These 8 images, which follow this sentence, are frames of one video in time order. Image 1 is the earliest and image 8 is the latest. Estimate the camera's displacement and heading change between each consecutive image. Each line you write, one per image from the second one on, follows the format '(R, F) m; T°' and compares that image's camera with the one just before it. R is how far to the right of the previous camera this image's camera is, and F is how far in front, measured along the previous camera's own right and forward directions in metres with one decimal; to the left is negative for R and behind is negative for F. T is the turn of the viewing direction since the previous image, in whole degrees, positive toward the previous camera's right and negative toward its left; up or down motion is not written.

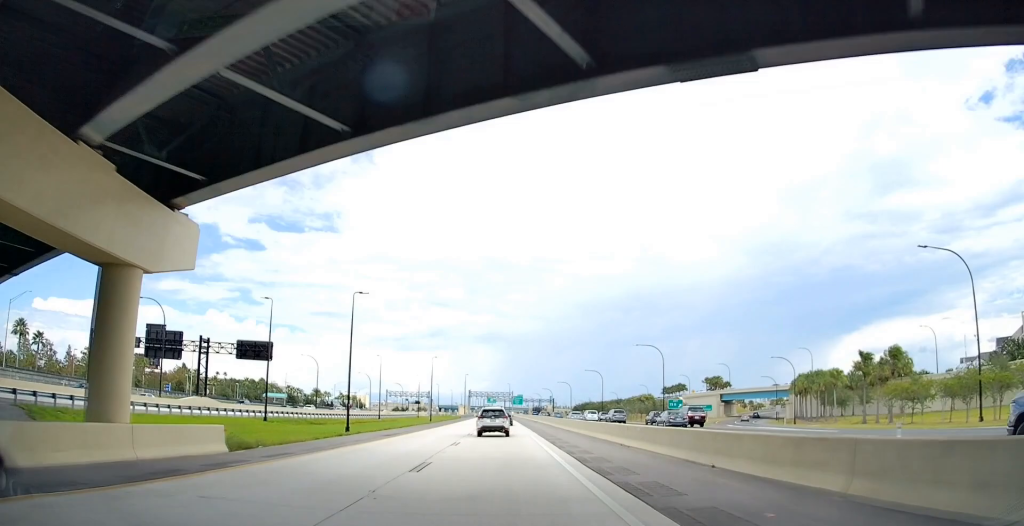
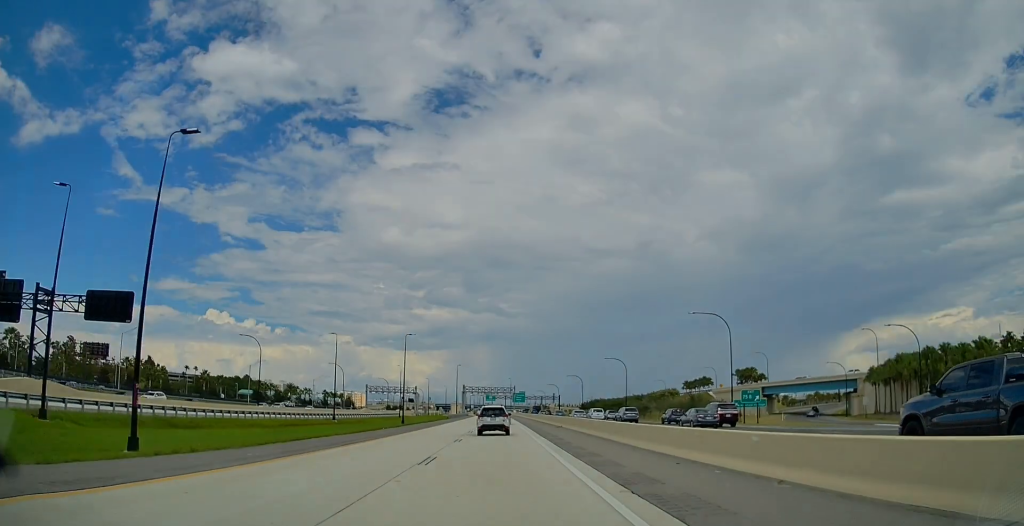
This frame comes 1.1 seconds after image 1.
(0.0, +34.8) m; 0°
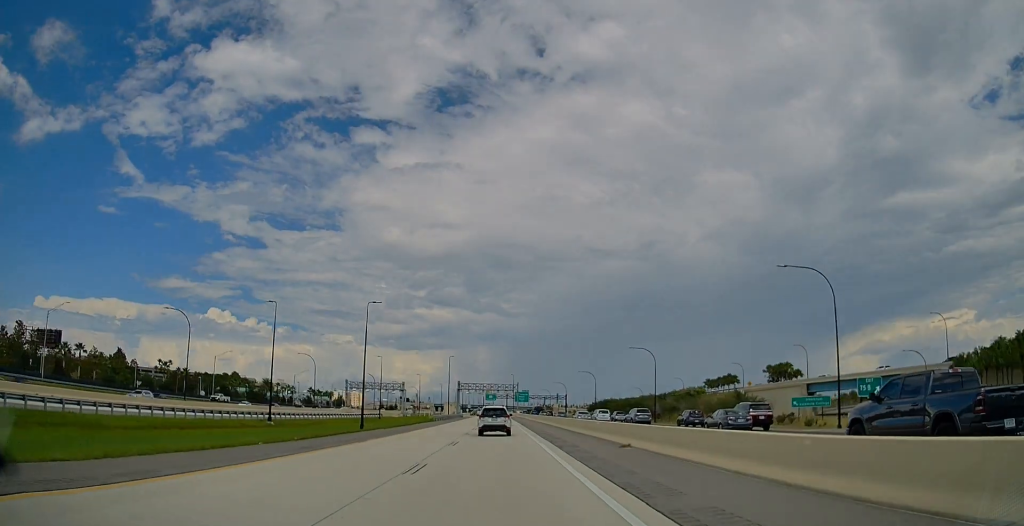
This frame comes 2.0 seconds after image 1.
(-0.1, +26.8) m; 0°
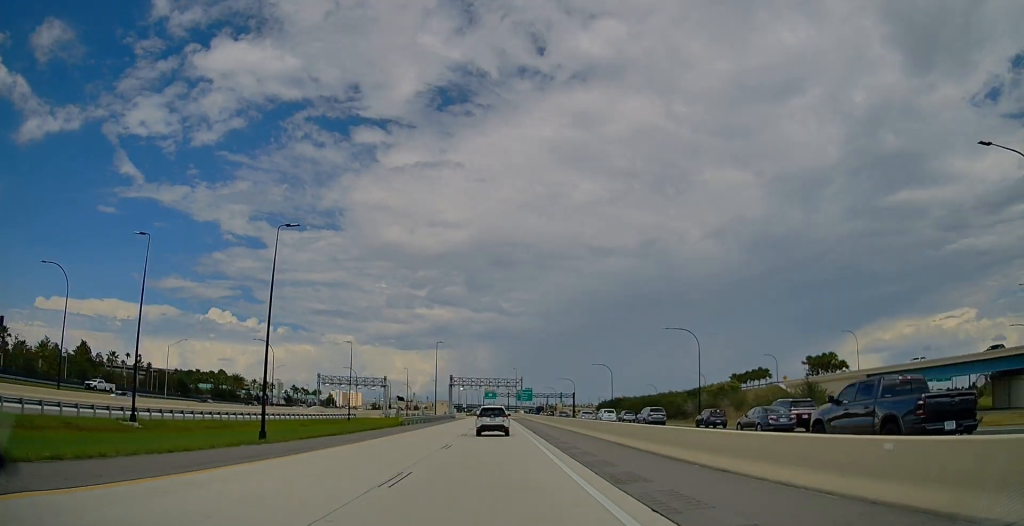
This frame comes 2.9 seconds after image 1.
(0.0, +26.8) m; 0°
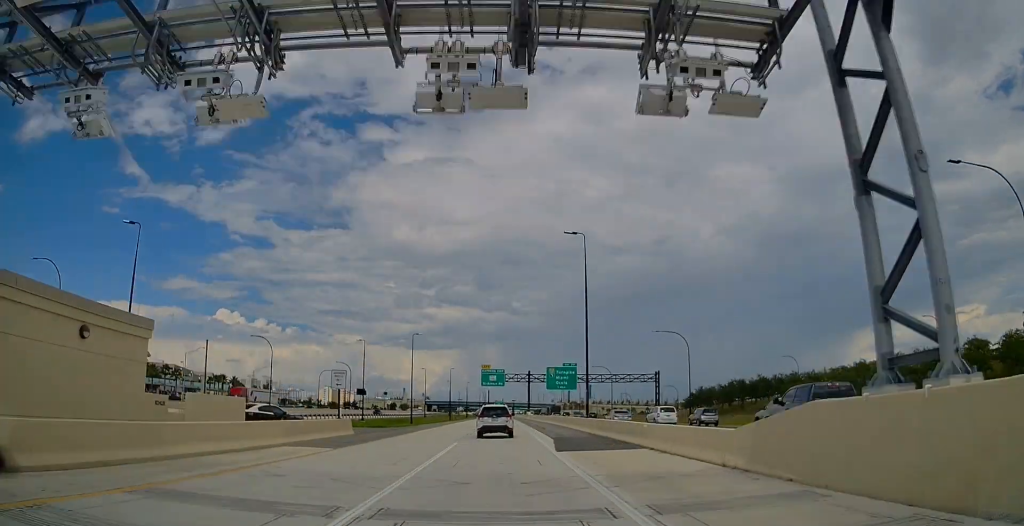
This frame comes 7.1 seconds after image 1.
(-0.9, +130.8) m; -1°
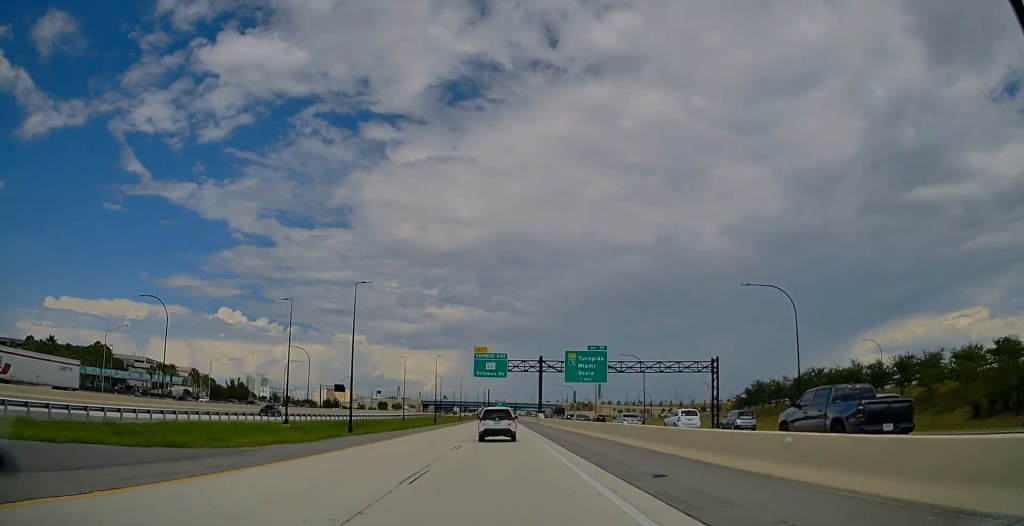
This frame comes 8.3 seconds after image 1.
(-0.1, +36.2) m; 0°
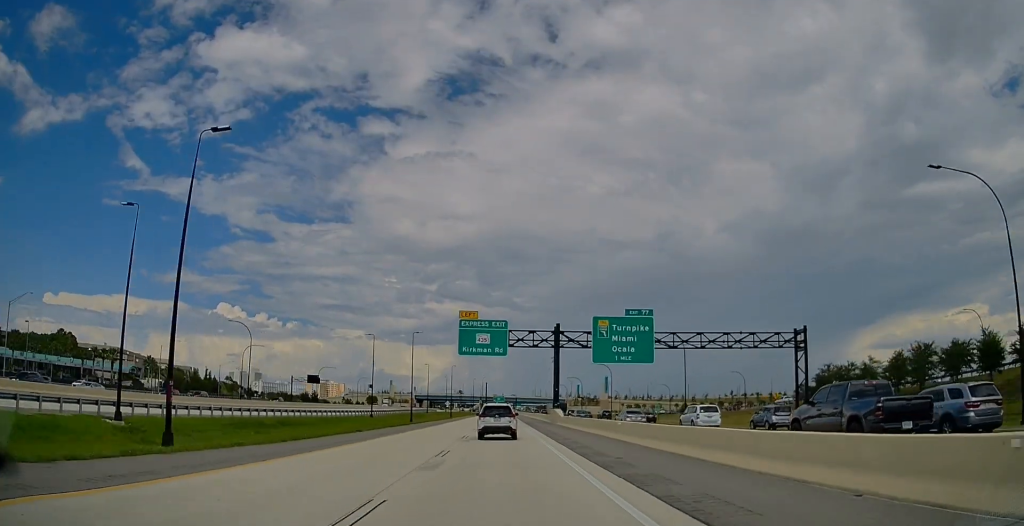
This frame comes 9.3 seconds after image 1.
(-0.1, +30.1) m; 0°
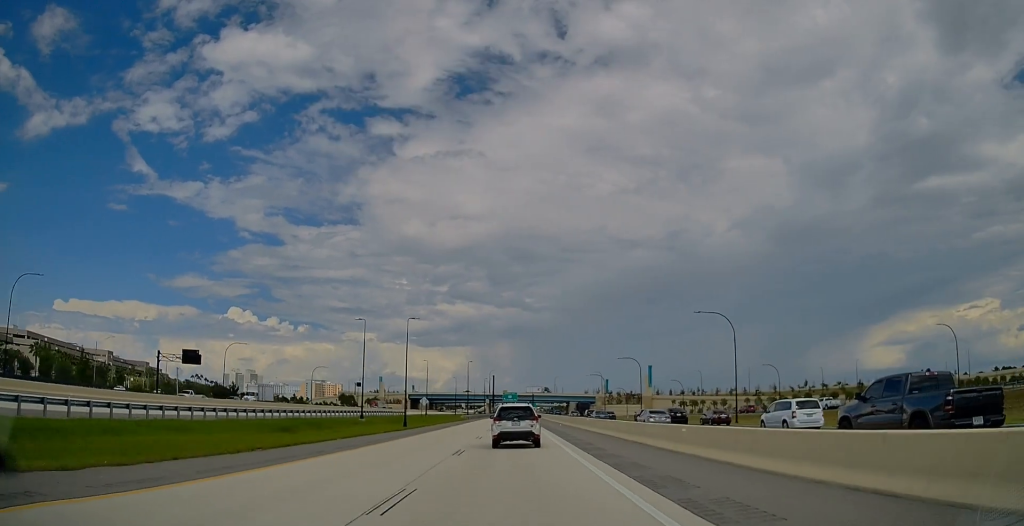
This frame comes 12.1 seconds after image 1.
(-0.2, +83.9) m; -1°
